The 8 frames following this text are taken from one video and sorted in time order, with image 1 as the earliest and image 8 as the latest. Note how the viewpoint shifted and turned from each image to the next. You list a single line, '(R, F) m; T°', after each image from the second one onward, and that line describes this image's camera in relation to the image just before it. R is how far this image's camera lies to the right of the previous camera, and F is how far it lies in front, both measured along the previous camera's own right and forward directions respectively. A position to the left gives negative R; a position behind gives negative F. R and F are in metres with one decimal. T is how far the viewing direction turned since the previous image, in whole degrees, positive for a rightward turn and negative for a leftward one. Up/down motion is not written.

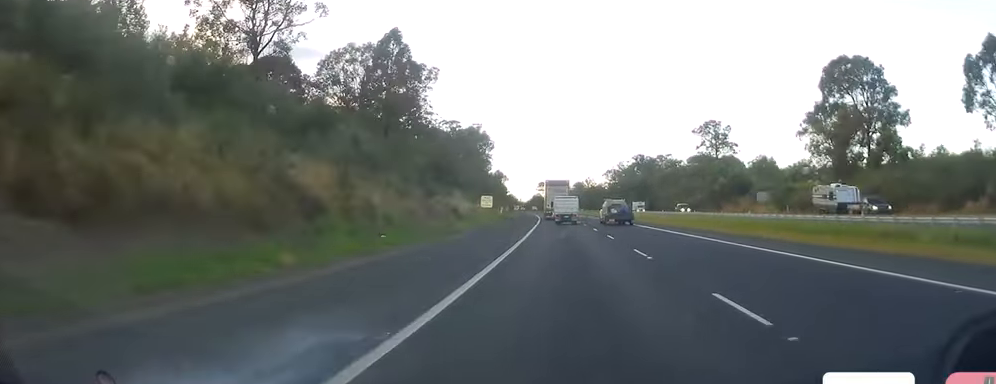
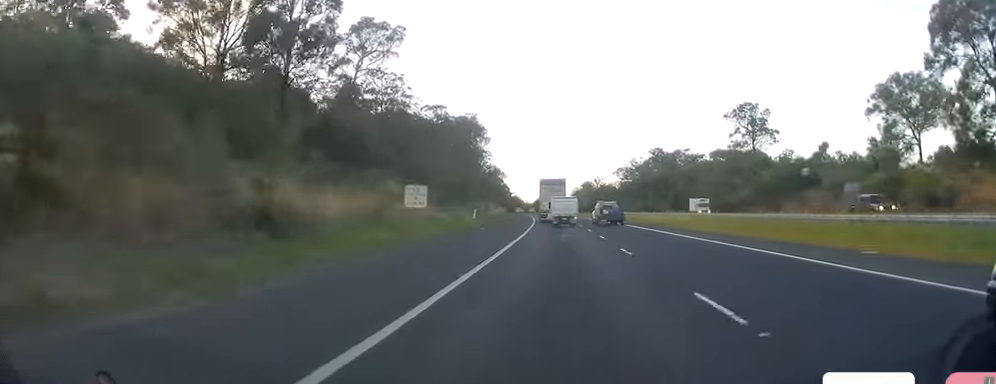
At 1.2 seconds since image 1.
(-0.1, +35.6) m; 0°
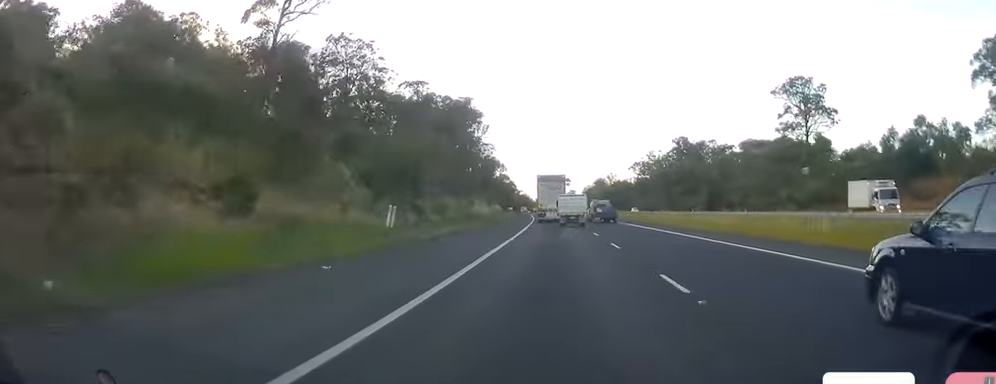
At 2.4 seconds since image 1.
(0.0, +33.6) m; -1°
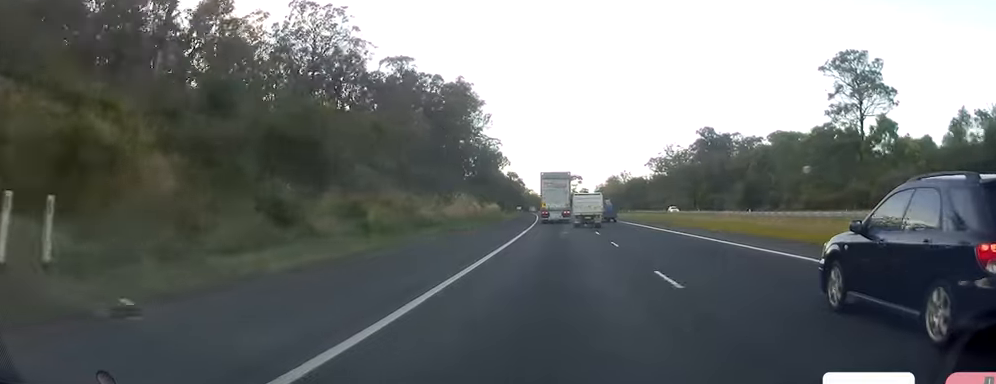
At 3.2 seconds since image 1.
(-0.3, +23.1) m; -1°
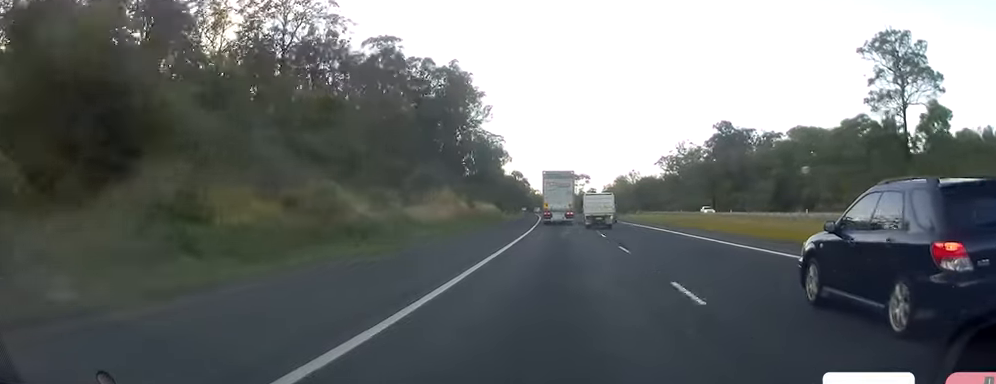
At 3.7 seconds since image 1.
(0.0, +14.4) m; -1°
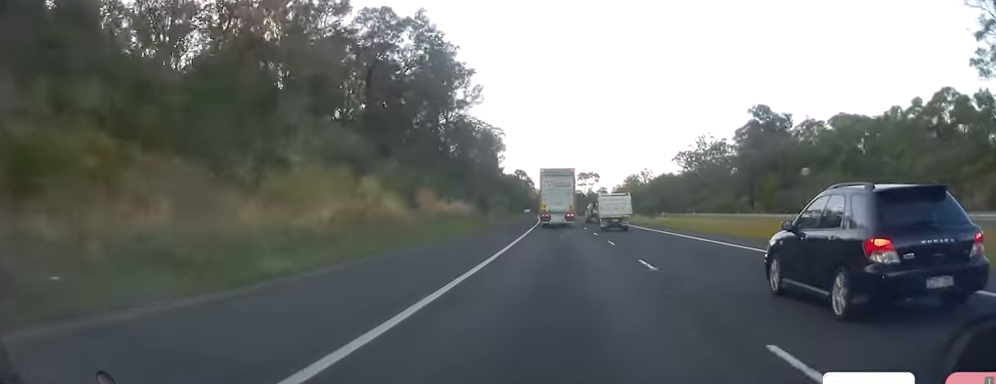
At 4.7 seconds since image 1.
(-0.5, +29.9) m; -1°
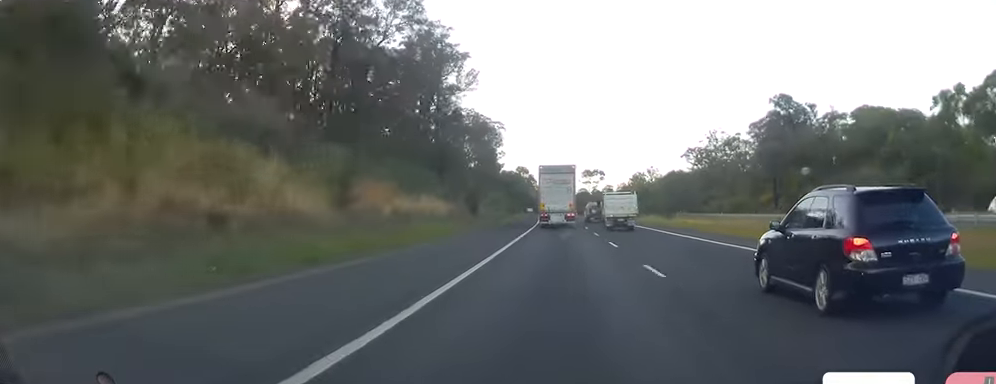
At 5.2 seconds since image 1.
(0.0, +13.5) m; 0°
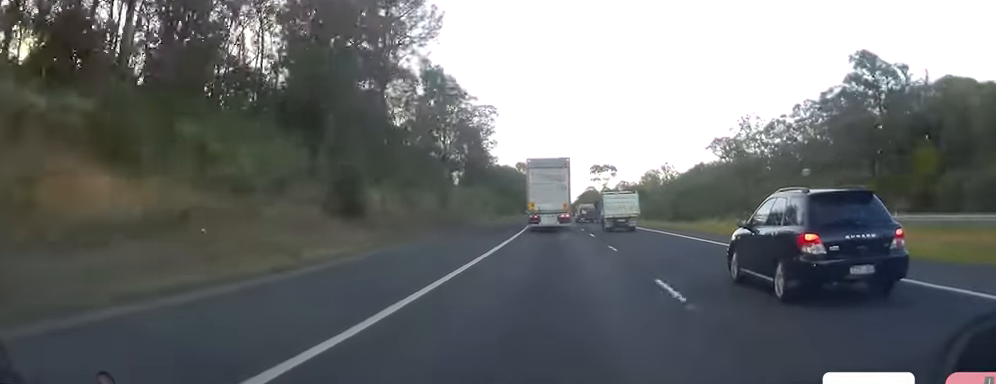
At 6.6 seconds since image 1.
(0.0, +39.4) m; +1°
